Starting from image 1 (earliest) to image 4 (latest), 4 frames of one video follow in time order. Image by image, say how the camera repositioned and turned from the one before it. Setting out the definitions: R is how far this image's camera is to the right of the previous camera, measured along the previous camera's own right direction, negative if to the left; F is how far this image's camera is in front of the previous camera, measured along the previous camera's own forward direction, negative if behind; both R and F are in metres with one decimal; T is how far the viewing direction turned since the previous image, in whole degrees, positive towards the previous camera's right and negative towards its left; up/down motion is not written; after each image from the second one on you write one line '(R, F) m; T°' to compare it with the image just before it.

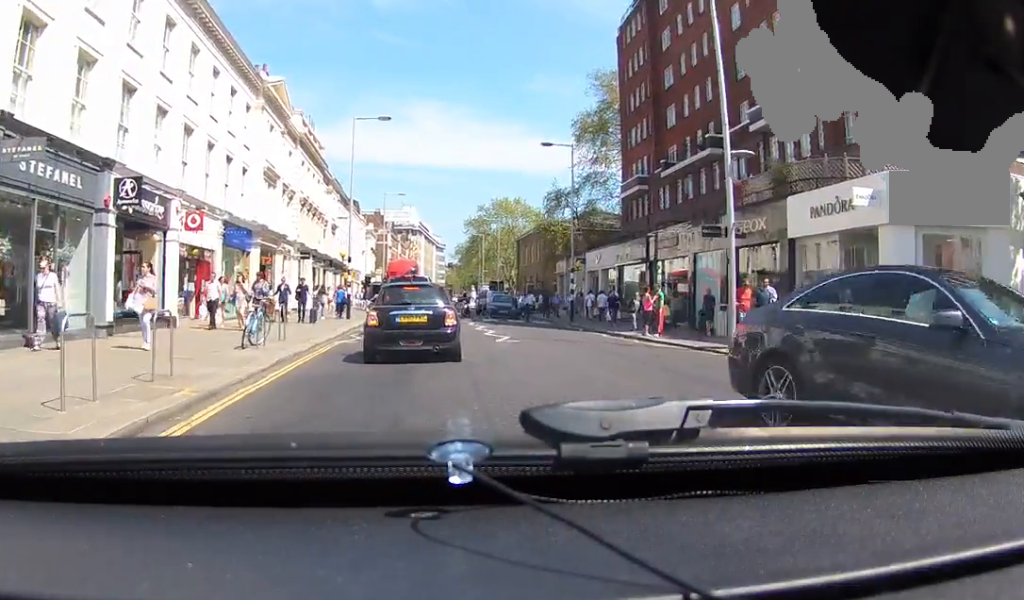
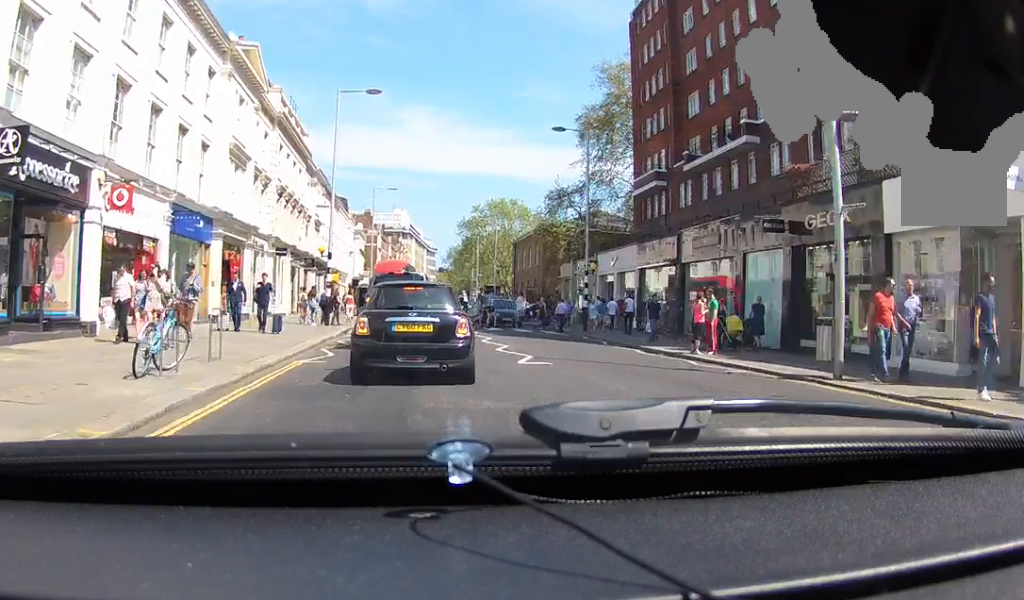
(0.0, +5.9) m; 0°
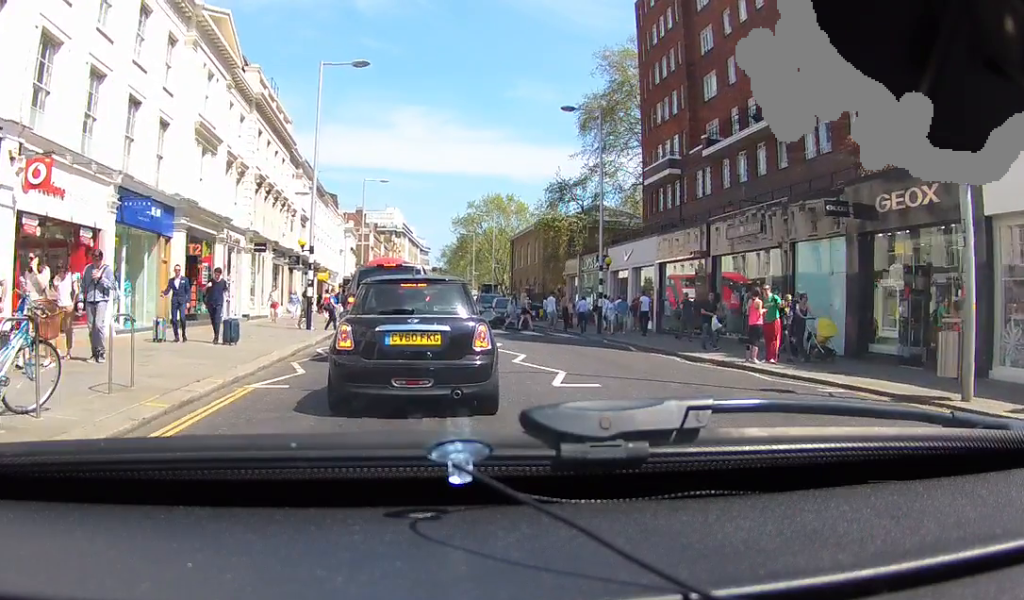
(0.0, +4.7) m; 0°
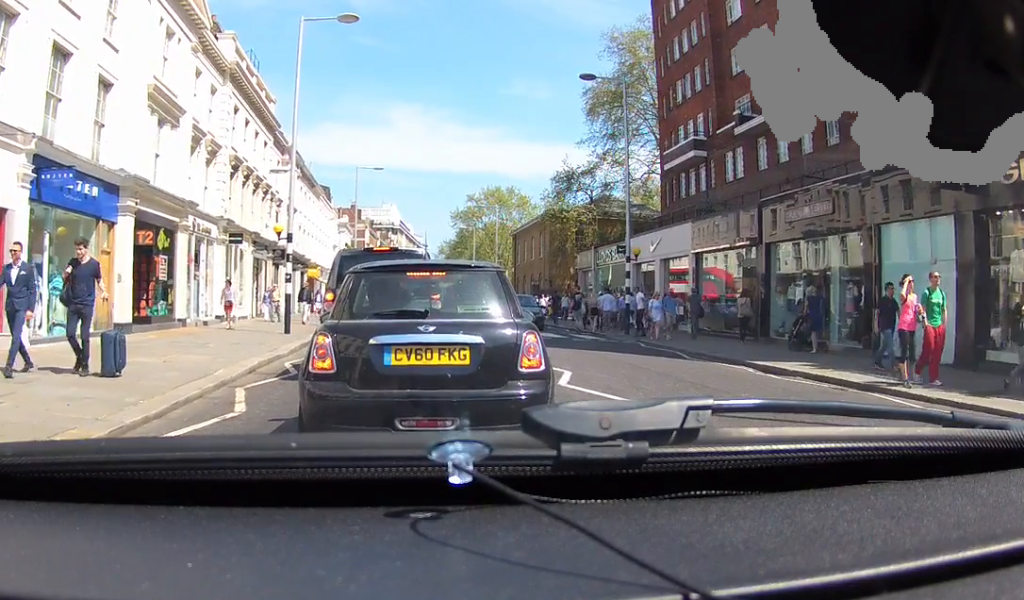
(0.0, +7.1) m; -1°
